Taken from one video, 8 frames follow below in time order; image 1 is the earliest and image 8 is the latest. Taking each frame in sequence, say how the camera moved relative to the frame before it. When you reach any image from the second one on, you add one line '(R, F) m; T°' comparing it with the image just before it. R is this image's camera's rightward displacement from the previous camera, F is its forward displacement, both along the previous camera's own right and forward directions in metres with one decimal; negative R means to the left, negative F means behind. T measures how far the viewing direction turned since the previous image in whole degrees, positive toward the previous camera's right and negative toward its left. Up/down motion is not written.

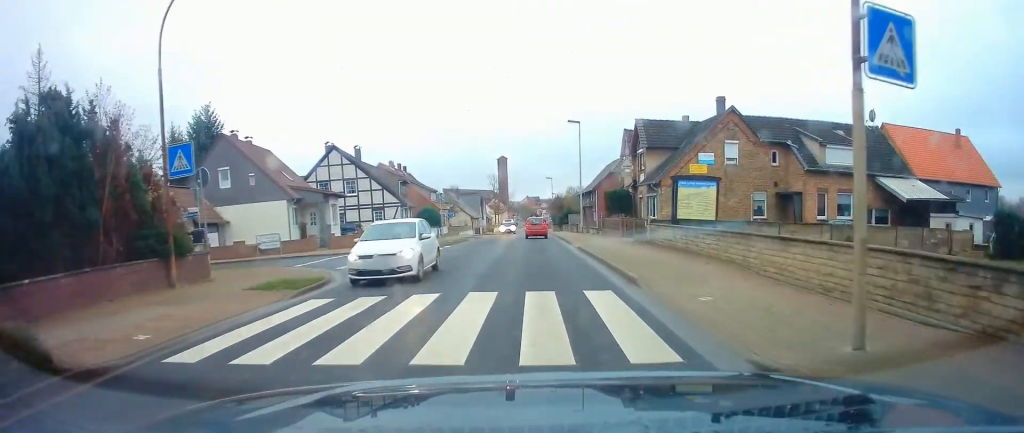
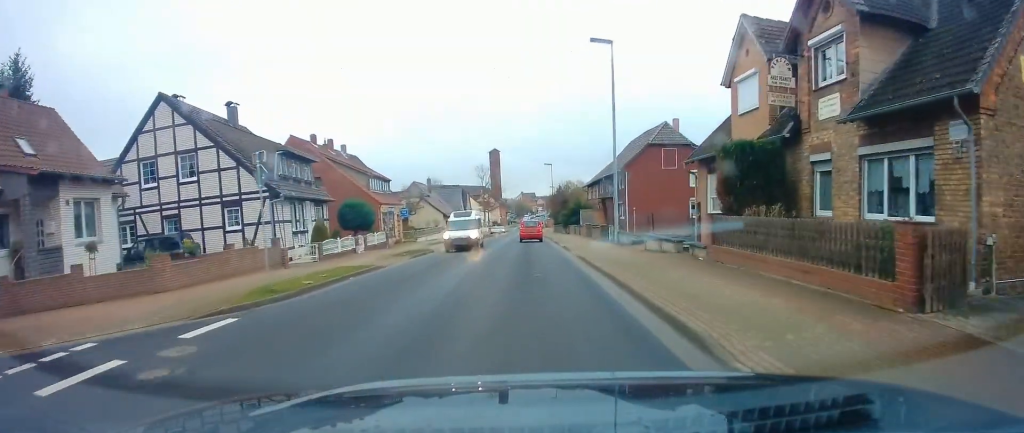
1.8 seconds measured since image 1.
(-0.1, +23.9) m; -2°
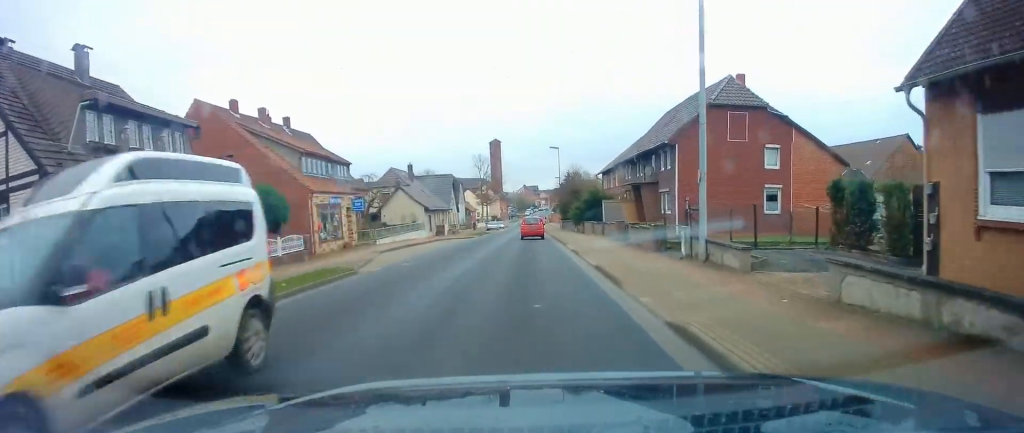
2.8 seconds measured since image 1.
(-0.2, +14.1) m; 0°
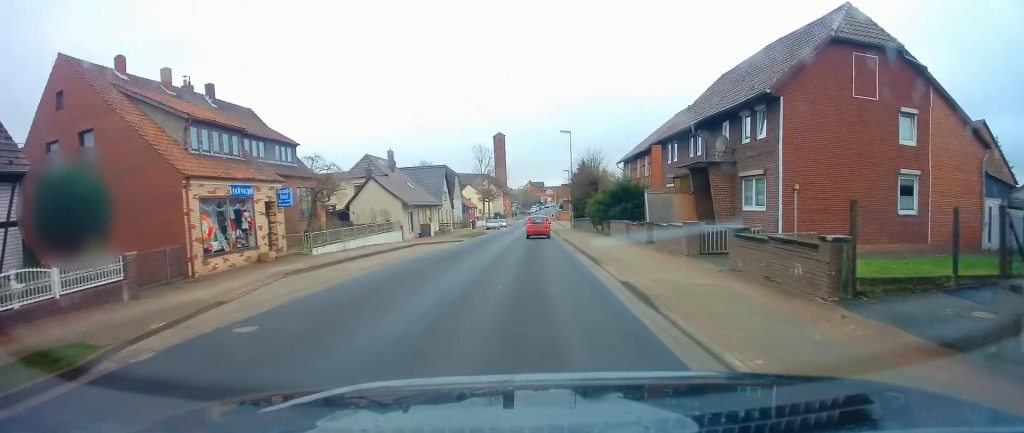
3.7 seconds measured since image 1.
(+0.3, +11.8) m; 0°
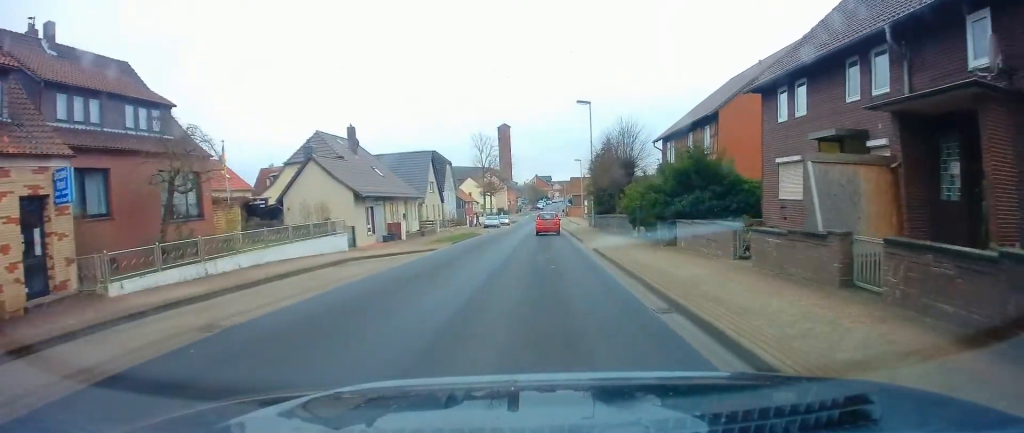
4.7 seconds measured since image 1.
(-0.3, +13.8) m; 0°
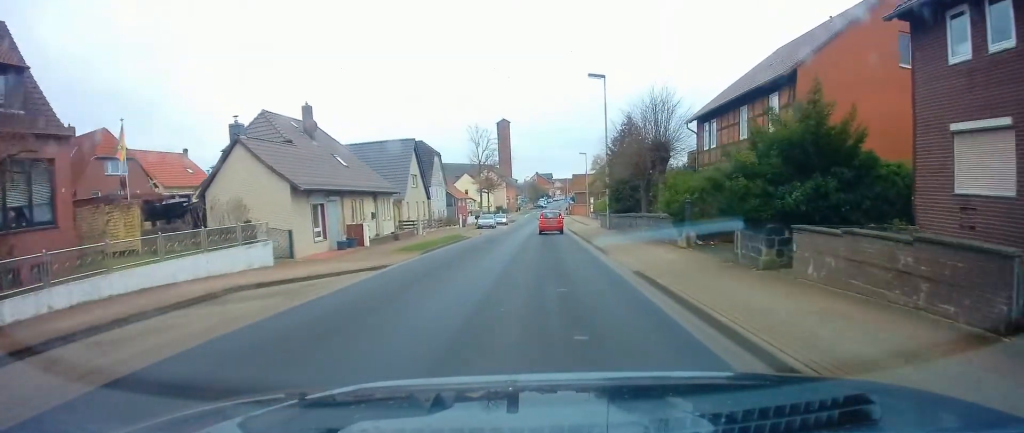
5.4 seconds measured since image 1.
(+0.2, +8.4) m; 0°
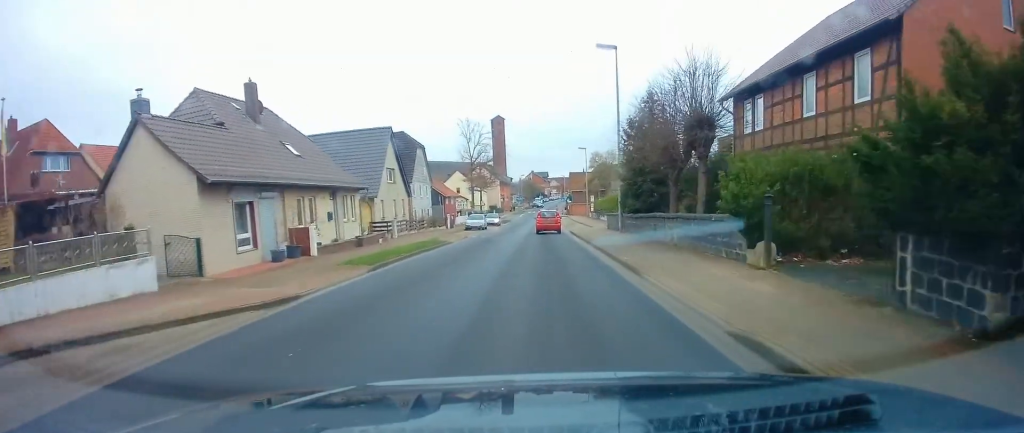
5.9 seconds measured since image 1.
(0.0, +6.6) m; 0°
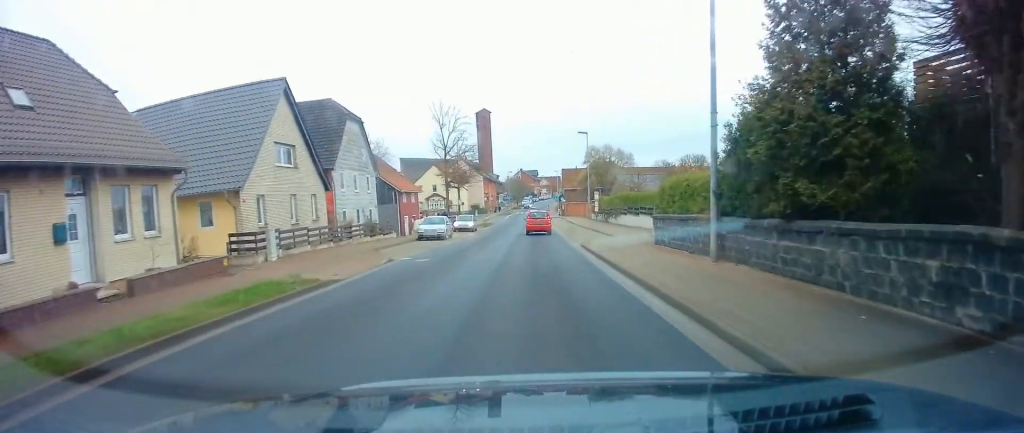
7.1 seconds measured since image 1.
(-0.1, +16.8) m; 0°
